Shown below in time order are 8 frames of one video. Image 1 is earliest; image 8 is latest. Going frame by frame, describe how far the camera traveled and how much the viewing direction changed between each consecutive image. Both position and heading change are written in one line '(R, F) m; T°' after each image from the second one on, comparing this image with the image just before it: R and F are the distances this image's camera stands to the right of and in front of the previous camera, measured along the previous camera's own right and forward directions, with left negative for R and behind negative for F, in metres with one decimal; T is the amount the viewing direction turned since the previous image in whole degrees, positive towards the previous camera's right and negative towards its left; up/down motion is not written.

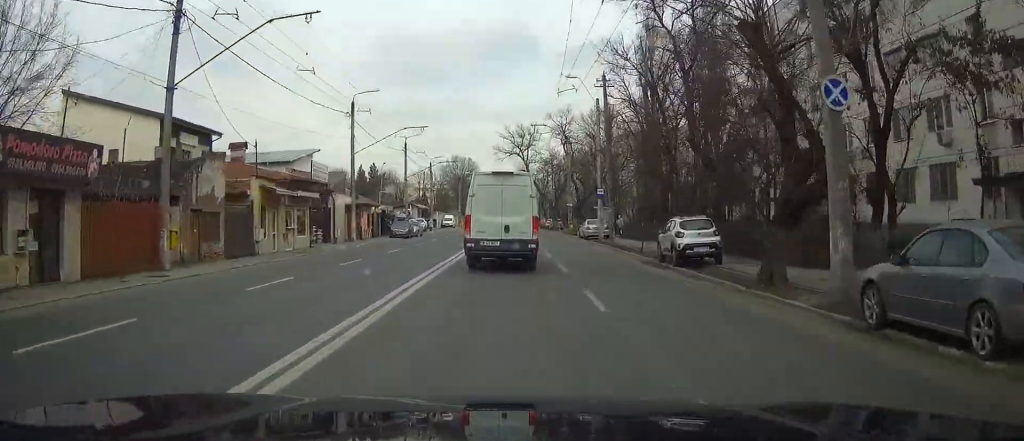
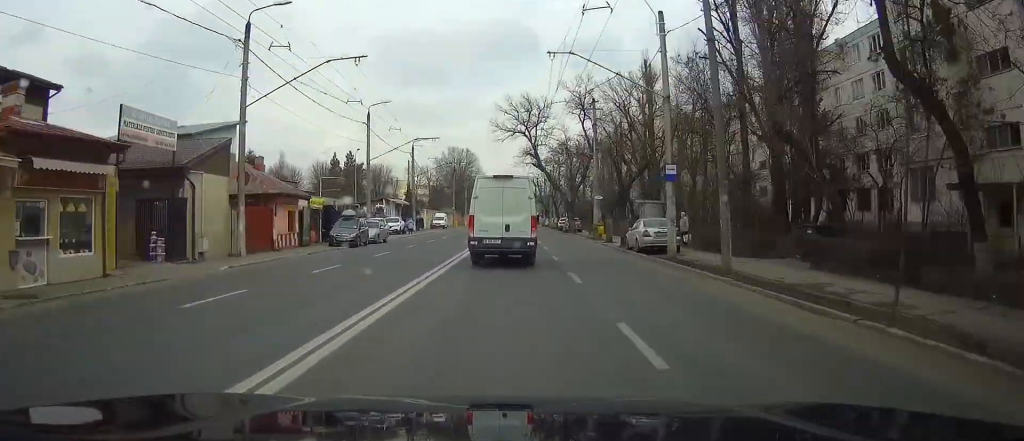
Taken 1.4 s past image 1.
(0.0, +21.6) m; 0°
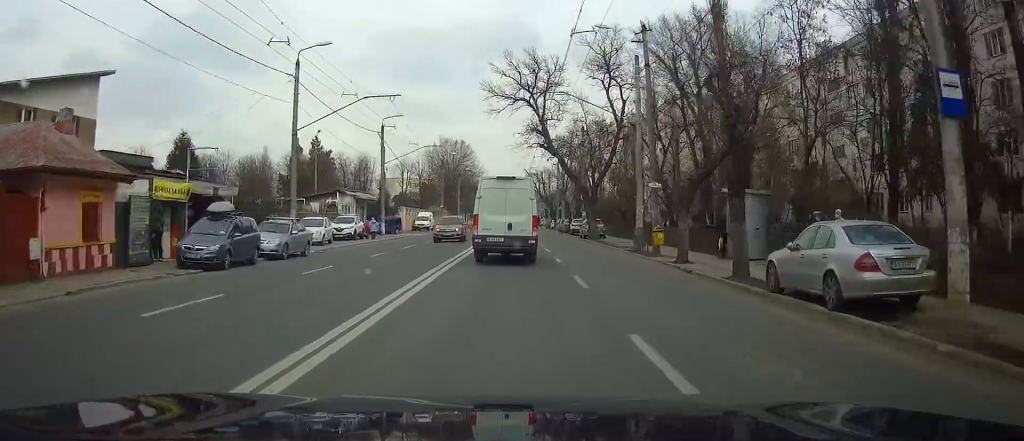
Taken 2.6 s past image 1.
(+0.1, +19.0) m; 0°
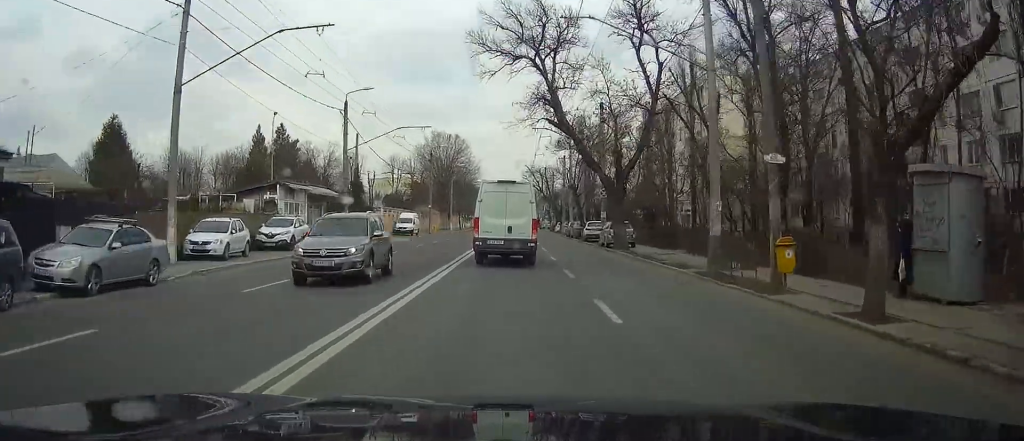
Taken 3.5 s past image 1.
(0.0, +13.7) m; 0°
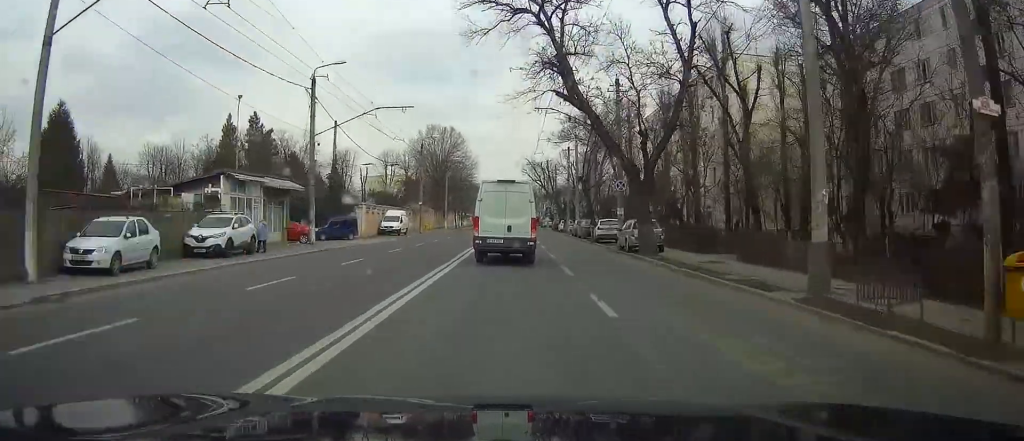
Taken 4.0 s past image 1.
(0.0, +8.1) m; 0°
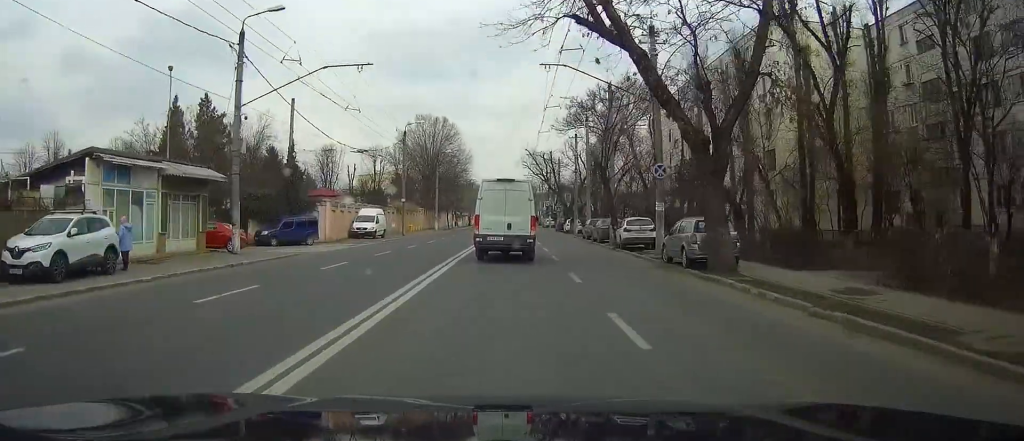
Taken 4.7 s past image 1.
(0.0, +11.4) m; 0°
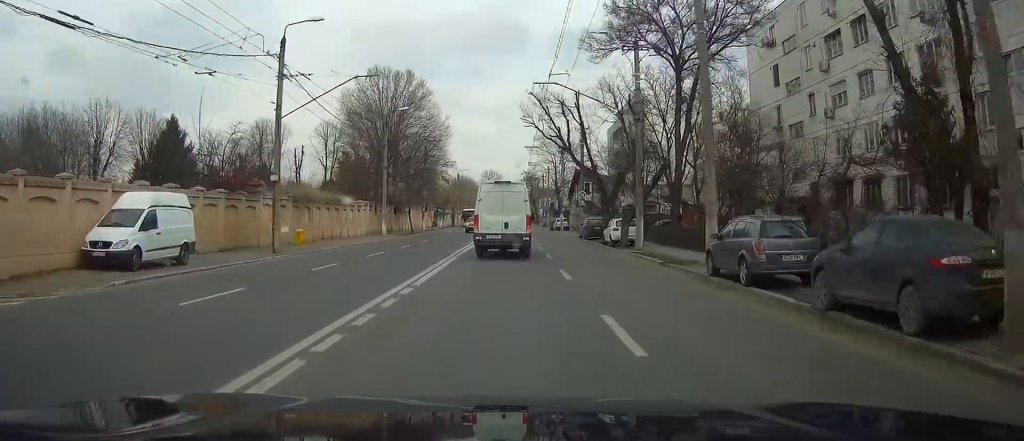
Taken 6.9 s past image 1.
(+0.3, +36.4) m; 0°
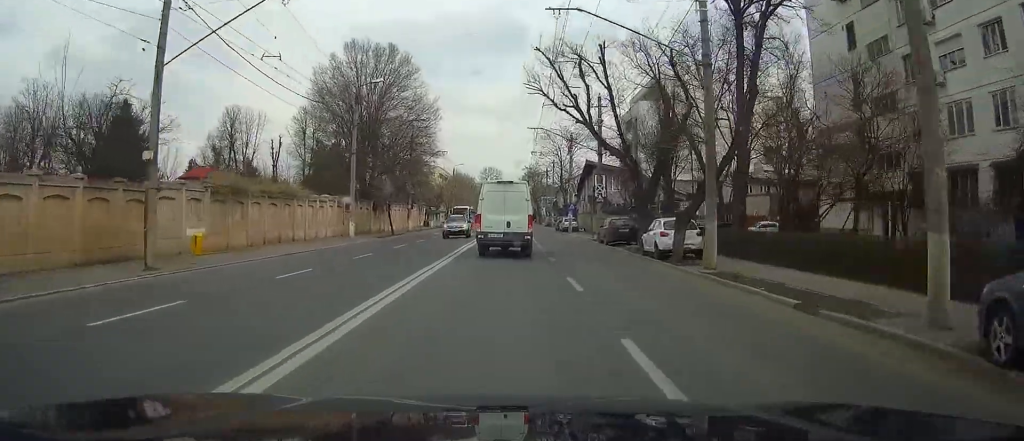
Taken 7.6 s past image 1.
(0.0, +12.0) m; 0°
